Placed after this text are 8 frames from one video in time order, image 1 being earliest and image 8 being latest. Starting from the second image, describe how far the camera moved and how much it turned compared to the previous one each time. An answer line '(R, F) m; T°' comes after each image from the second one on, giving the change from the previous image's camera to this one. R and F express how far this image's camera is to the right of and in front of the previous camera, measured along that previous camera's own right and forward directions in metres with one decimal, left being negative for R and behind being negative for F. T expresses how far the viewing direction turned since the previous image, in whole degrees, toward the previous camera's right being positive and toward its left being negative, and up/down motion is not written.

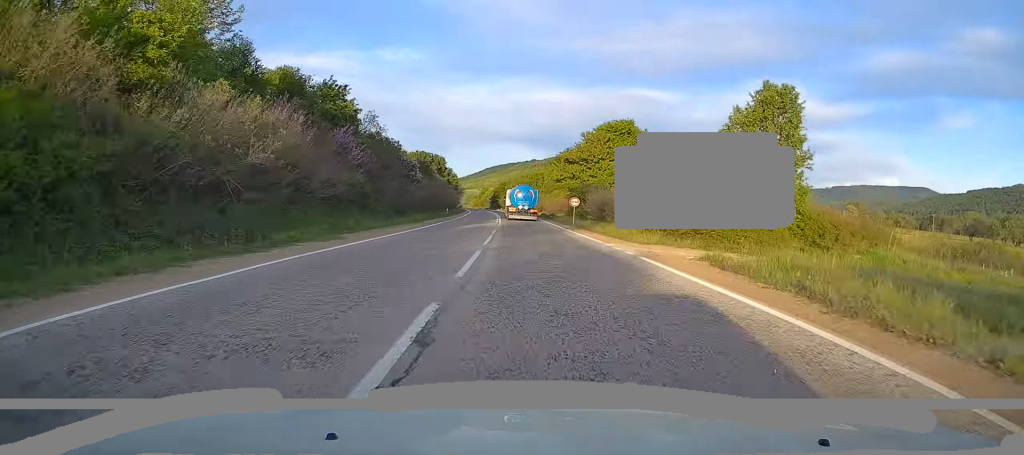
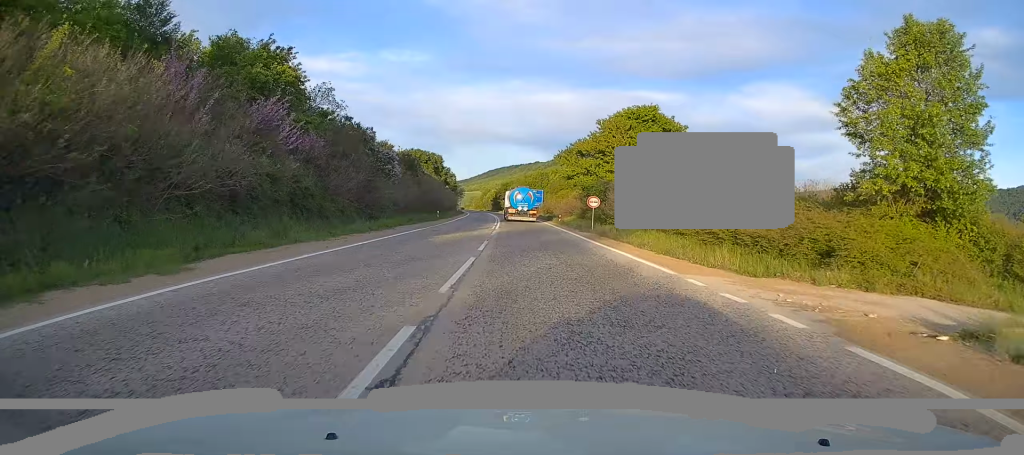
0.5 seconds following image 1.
(-0.1, +10.6) m; 0°
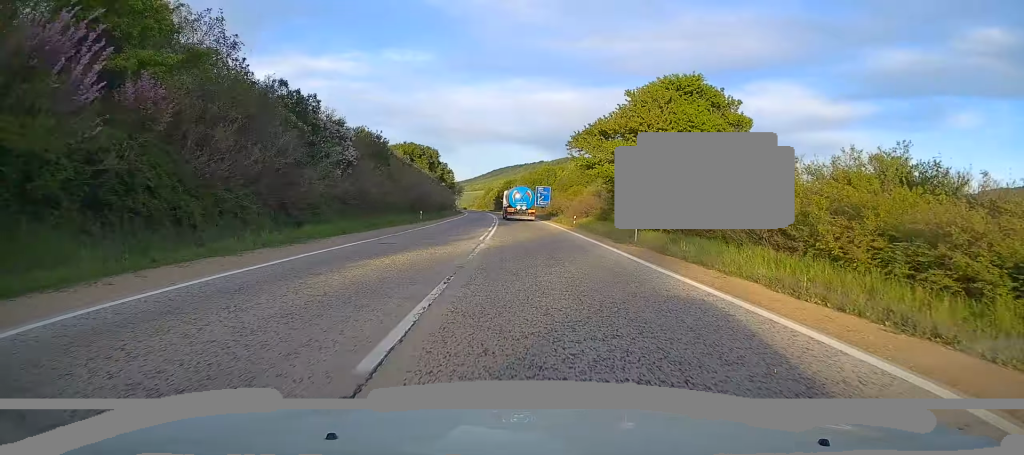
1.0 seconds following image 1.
(-0.2, +12.9) m; -1°
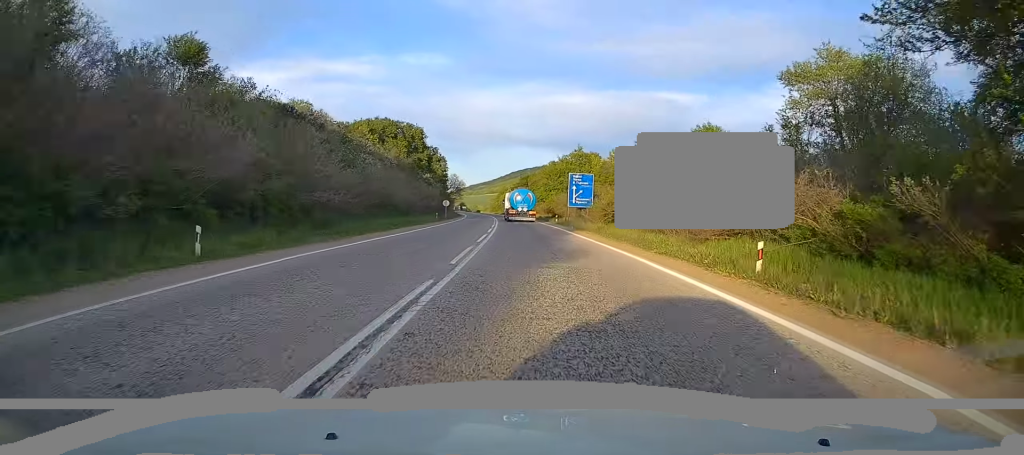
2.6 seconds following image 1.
(-0.5, +36.5) m; -2°
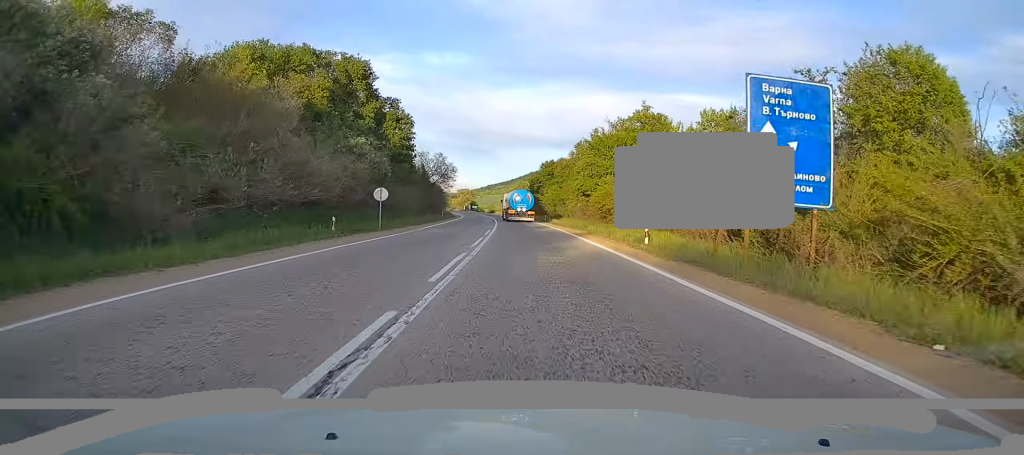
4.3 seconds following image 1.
(-0.4, +38.9) m; -1°
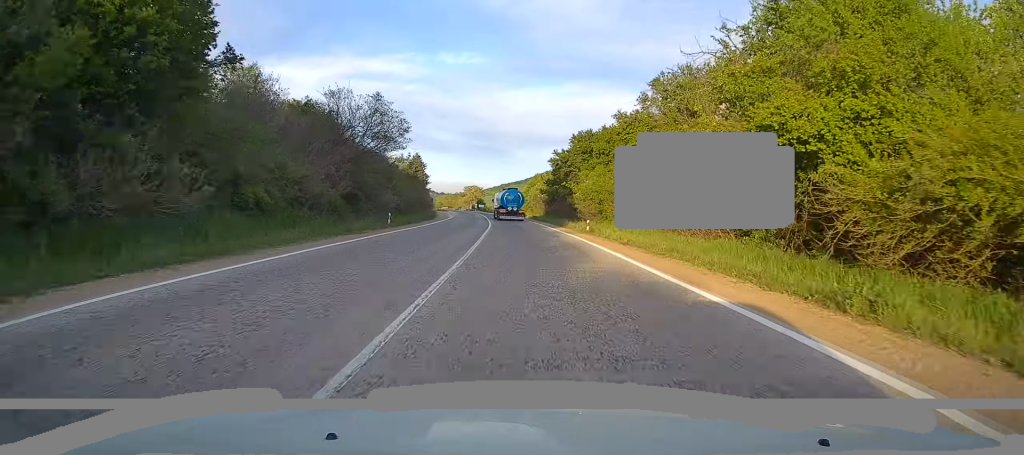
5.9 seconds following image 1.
(-0.5, +35.0) m; -3°
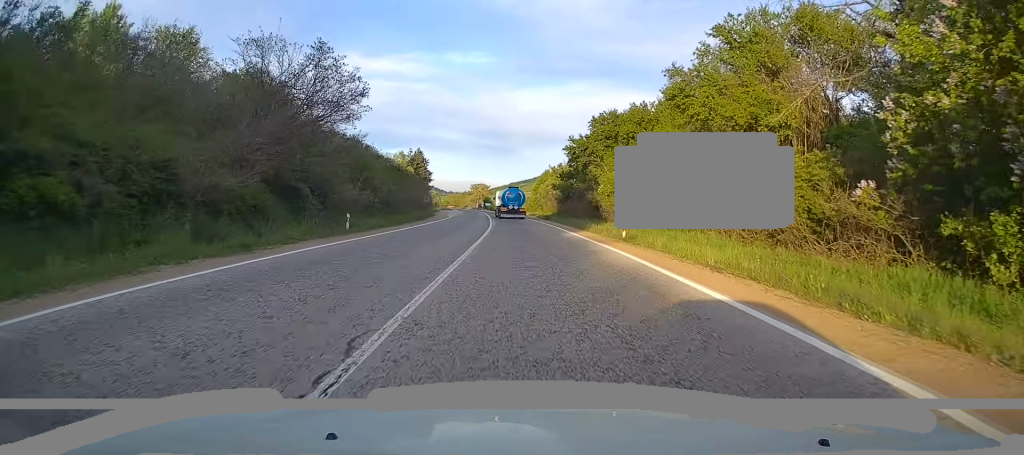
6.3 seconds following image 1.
(-0.1, +10.6) m; -1°
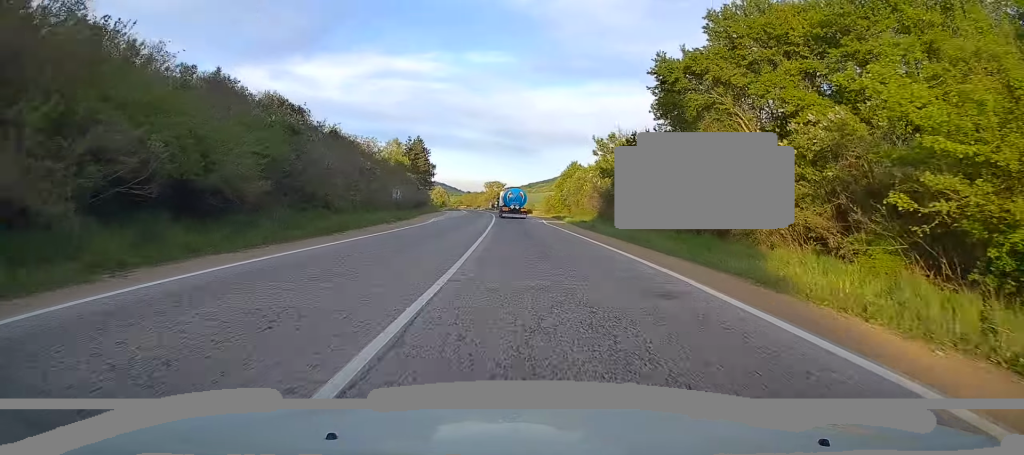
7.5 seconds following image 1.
(-0.5, +27.3) m; -1°
